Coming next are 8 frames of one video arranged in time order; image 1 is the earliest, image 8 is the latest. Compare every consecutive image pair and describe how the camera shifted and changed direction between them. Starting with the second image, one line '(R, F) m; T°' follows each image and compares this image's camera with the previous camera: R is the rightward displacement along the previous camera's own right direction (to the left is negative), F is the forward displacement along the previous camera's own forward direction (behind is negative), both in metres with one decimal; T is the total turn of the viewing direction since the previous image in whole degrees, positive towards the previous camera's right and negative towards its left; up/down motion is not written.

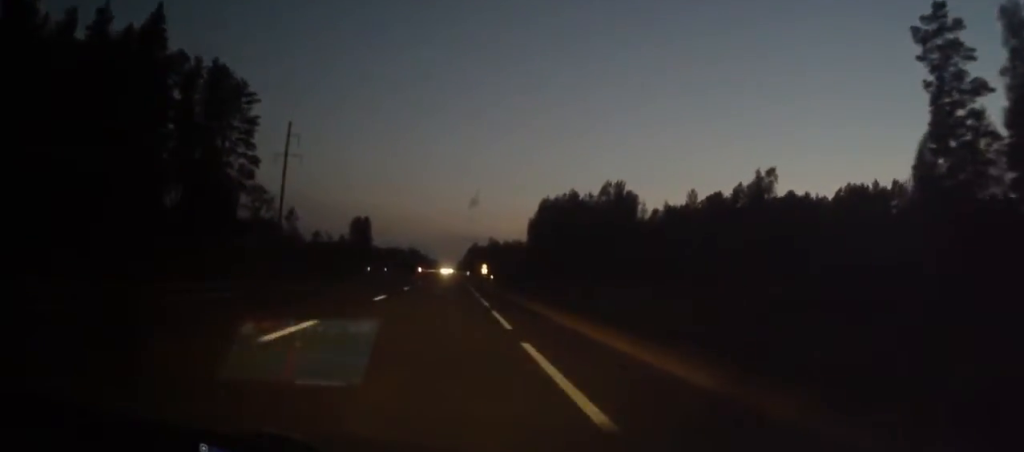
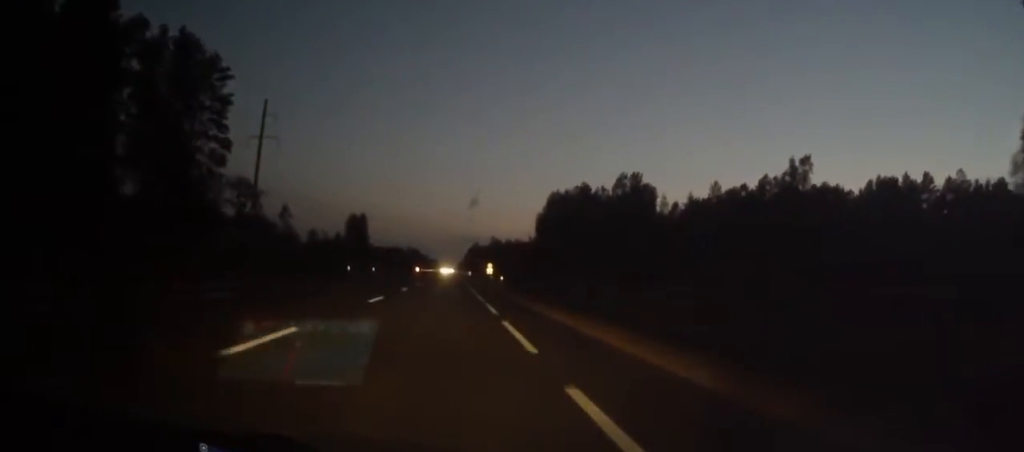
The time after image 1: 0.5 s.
(-0.2, +13.5) m; 0°
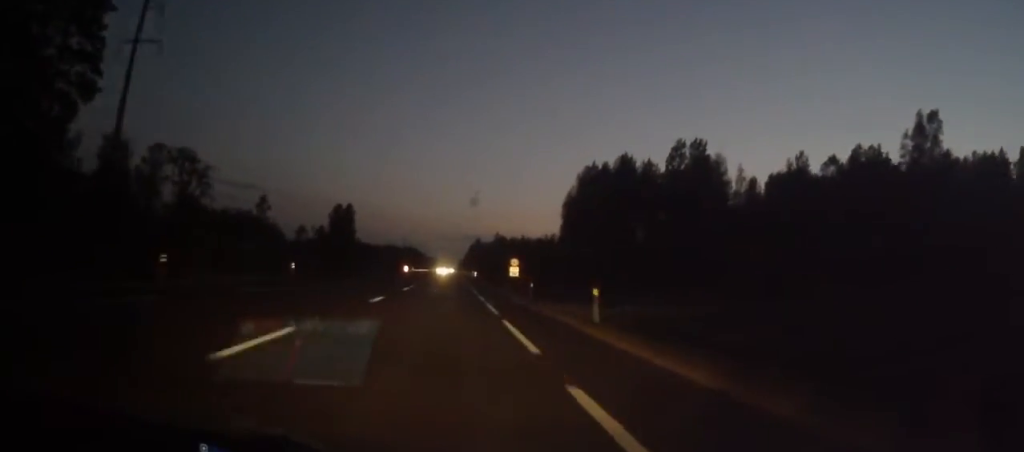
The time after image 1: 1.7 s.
(+0.6, +36.5) m; +1°
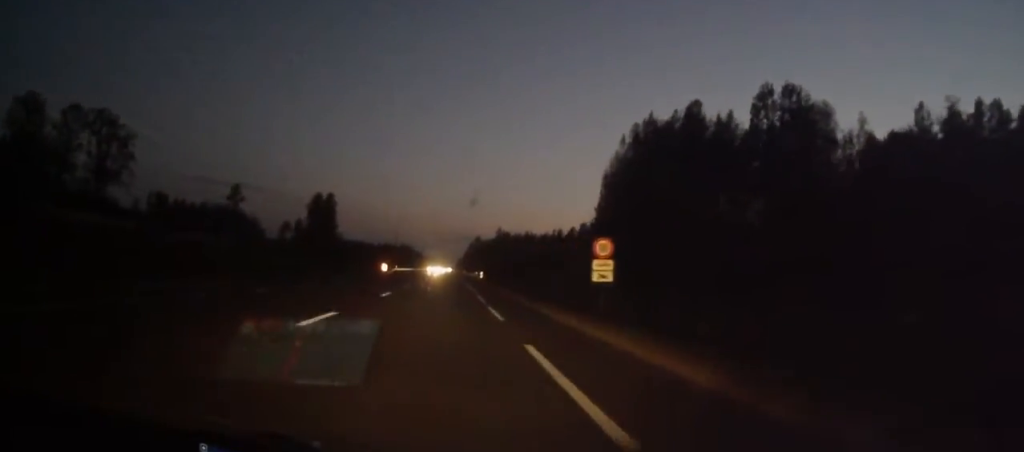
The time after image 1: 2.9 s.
(-0.3, +32.6) m; -1°
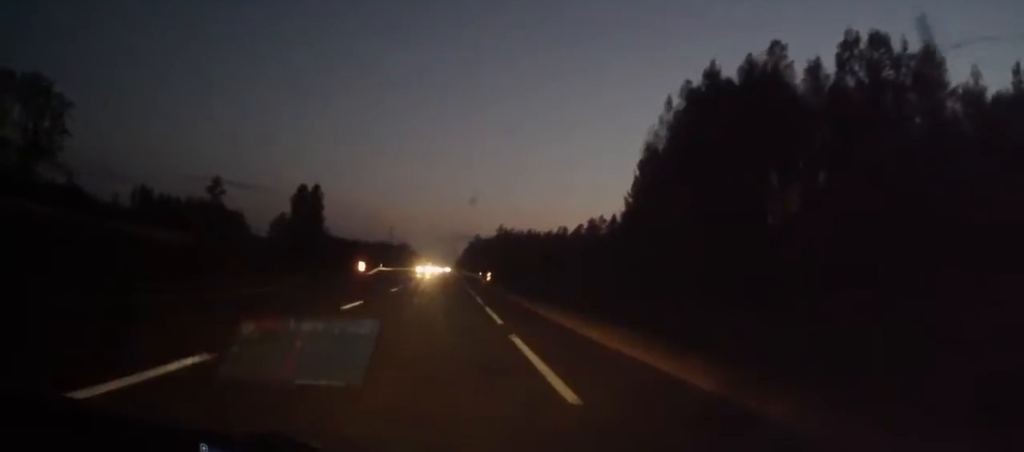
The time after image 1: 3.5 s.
(-0.1, +19.1) m; 0°
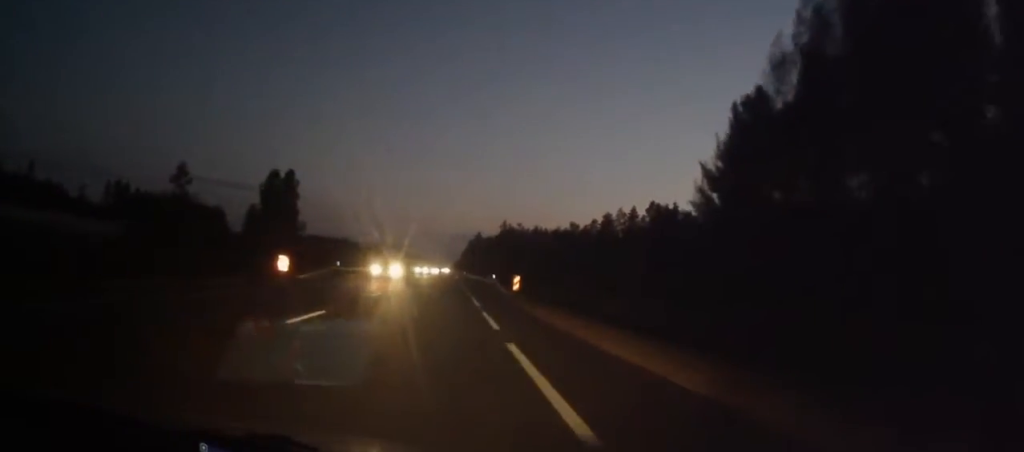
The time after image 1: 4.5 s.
(+0.2, +28.5) m; 0°
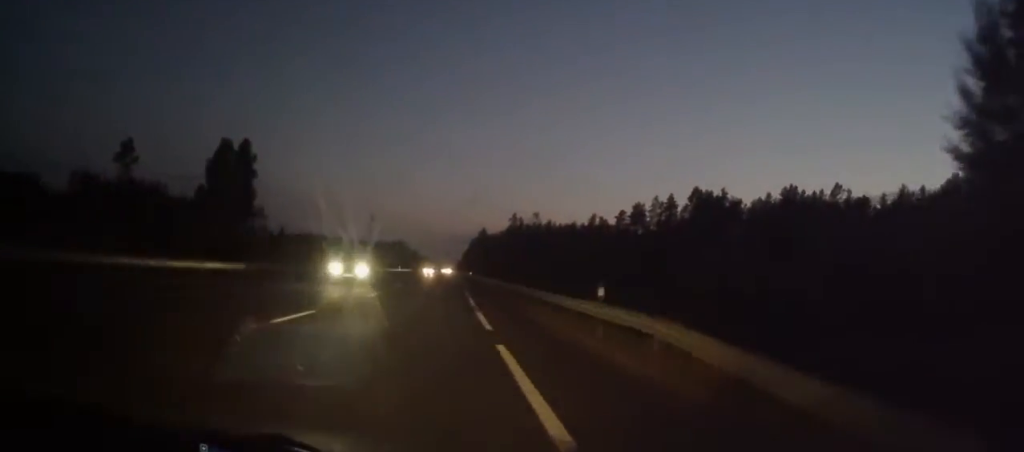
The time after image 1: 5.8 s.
(-0.2, +36.0) m; 0°
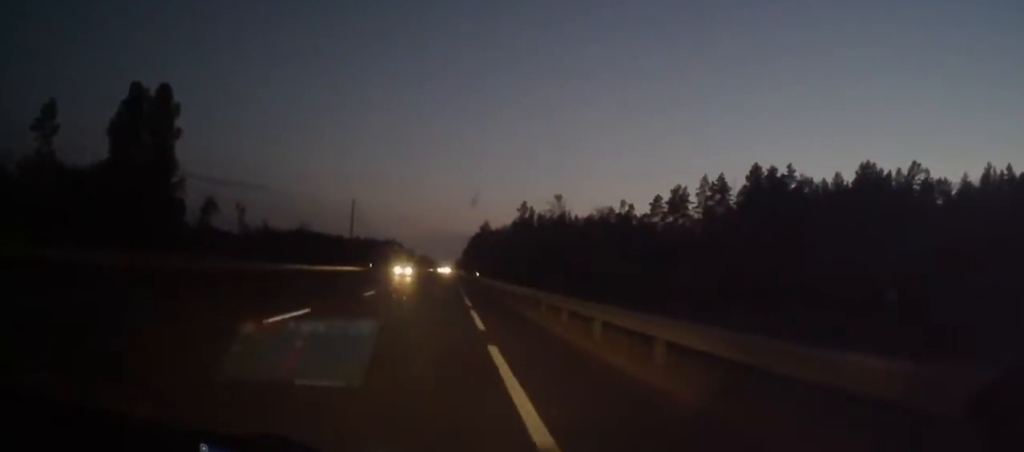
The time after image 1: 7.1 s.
(+0.4, +35.9) m; +1°
